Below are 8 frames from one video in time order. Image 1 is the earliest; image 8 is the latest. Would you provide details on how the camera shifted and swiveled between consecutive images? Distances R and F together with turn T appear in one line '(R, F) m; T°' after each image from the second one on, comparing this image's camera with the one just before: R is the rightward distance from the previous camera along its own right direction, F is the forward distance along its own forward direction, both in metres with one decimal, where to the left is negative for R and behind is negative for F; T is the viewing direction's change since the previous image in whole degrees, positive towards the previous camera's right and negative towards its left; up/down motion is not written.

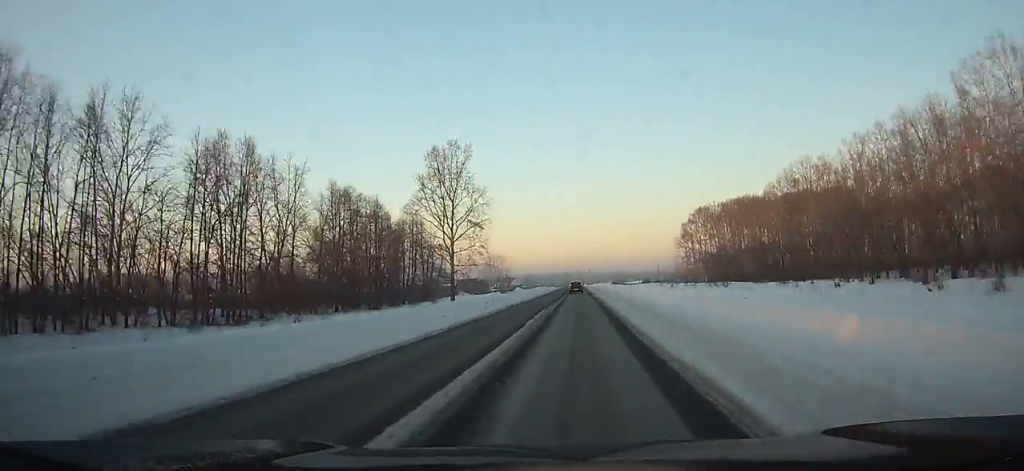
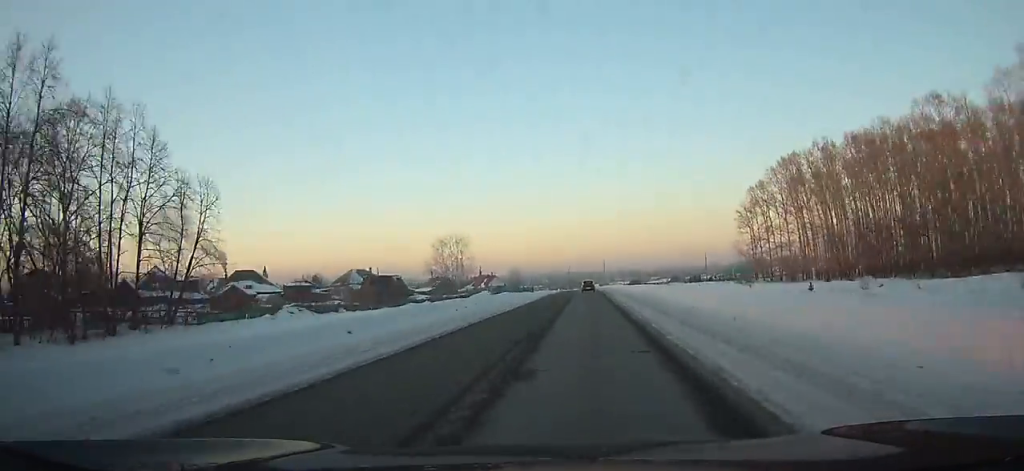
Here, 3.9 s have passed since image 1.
(-0.4, +86.2) m; 0°
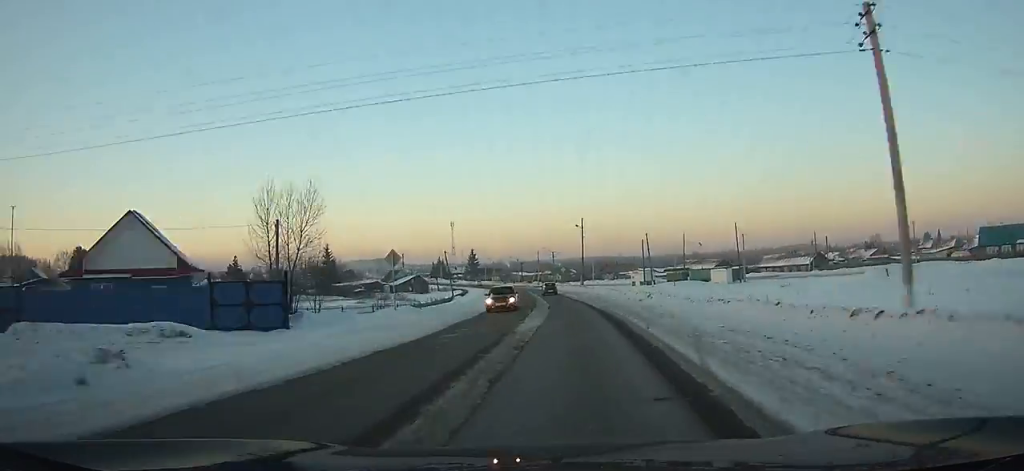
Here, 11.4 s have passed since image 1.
(-2.0, +160.5) m; -5°
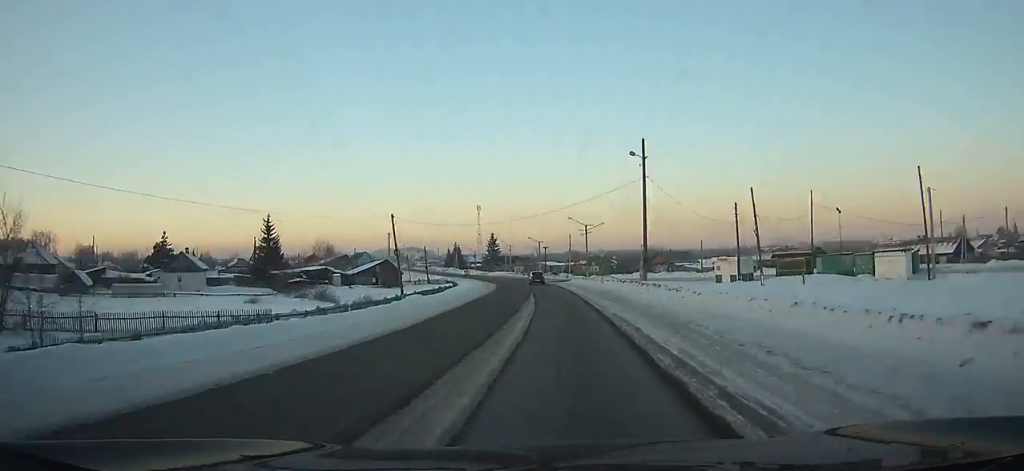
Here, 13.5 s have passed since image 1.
(-0.8, +43.2) m; -4°
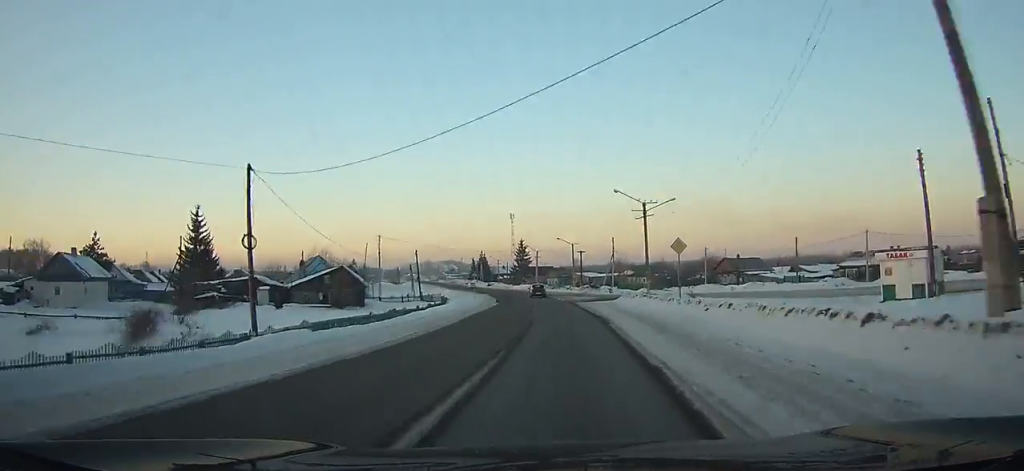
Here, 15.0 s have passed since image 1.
(-1.1, +30.0) m; -4°
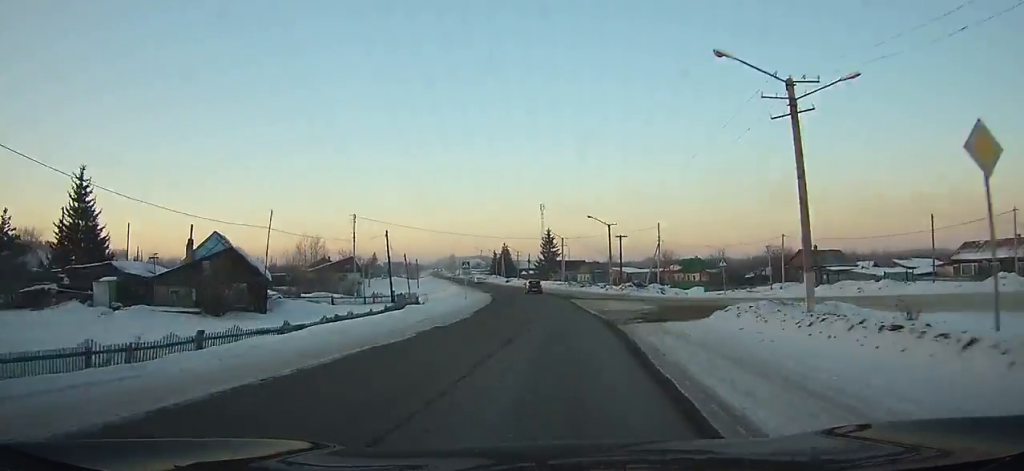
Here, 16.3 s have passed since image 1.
(-0.1, +25.6) m; -3°
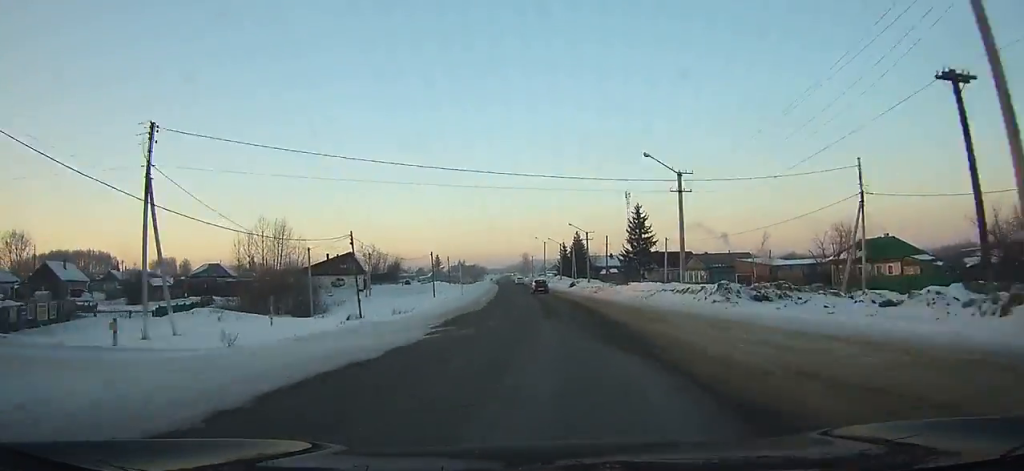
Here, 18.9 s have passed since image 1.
(-3.1, +49.8) m; -8°
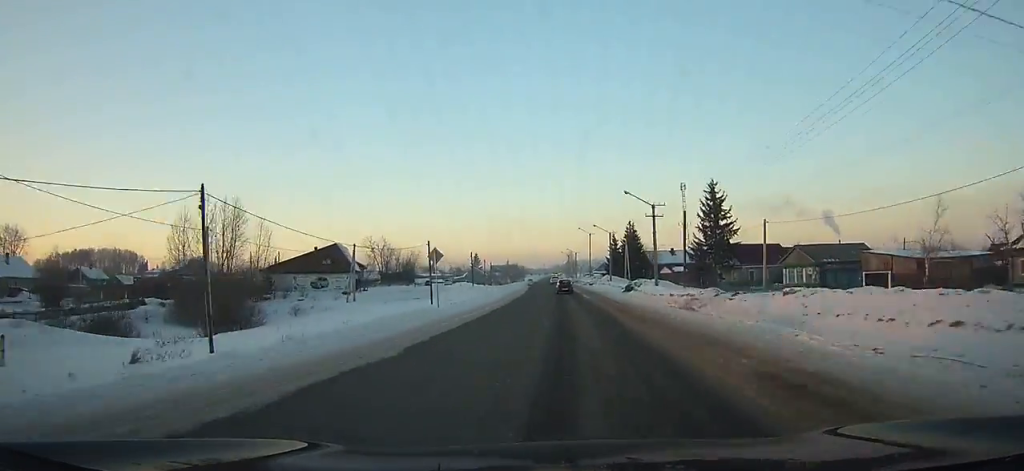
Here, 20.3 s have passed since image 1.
(-1.9, +25.5) m; -3°
